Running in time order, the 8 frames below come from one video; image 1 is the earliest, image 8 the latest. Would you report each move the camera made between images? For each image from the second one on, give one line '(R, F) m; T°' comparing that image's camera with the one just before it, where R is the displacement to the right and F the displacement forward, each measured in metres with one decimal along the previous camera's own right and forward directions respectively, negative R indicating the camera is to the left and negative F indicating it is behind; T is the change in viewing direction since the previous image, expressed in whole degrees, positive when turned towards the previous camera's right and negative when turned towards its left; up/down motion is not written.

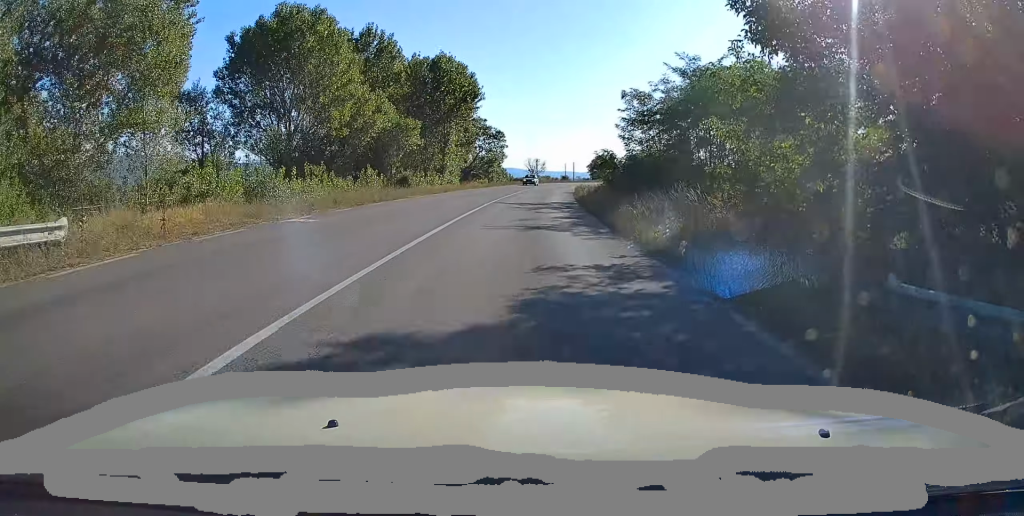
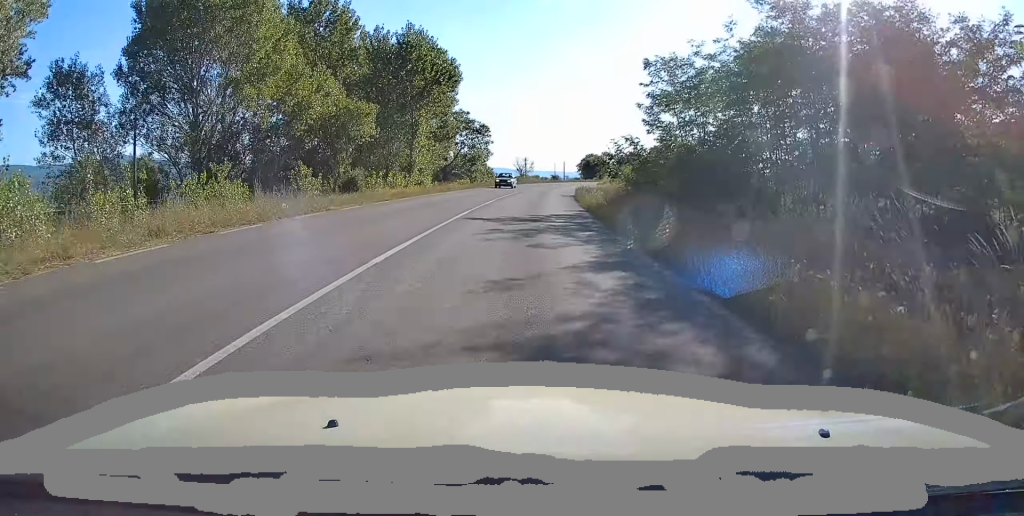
(+0.1, +11.1) m; +1°
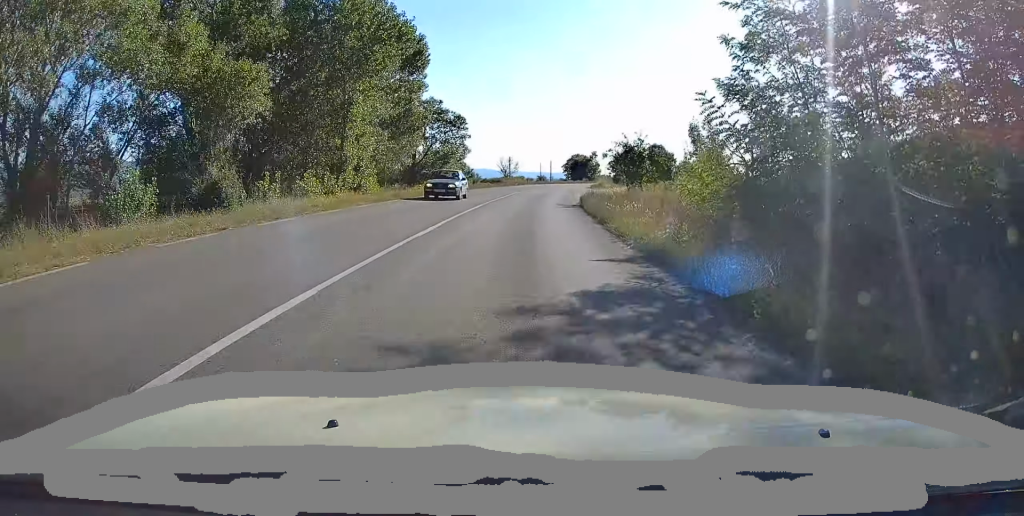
(0.0, +14.2) m; +1°
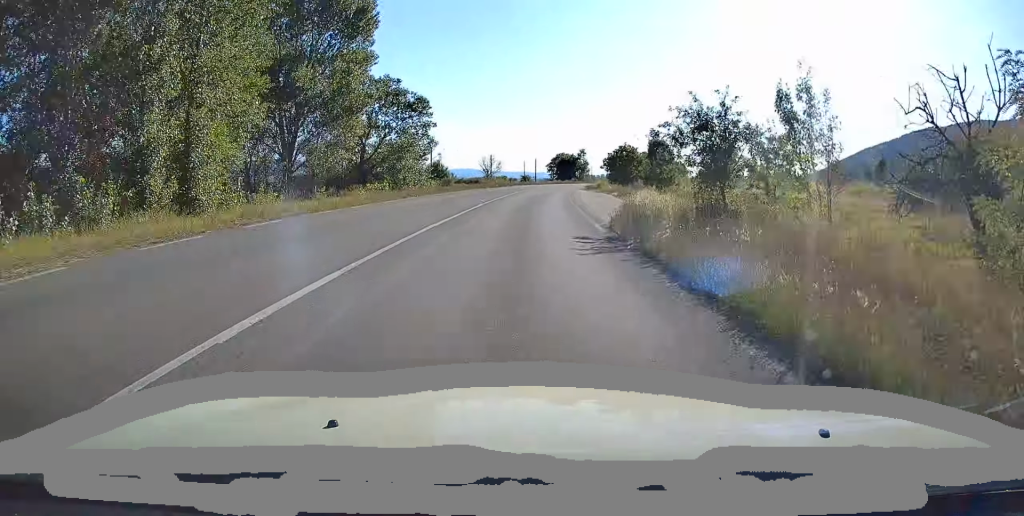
(+0.1, +16.6) m; +1°
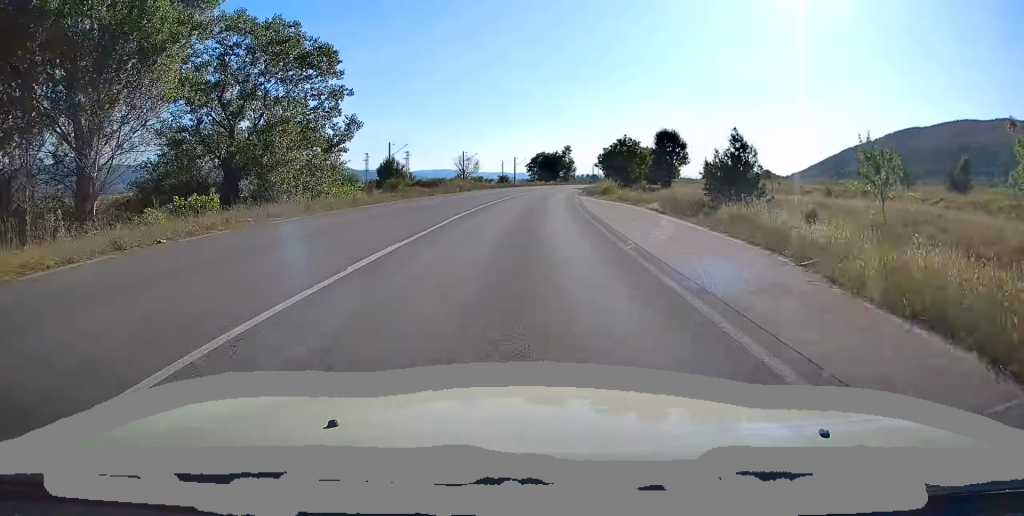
(+0.4, +23.0) m; +2°
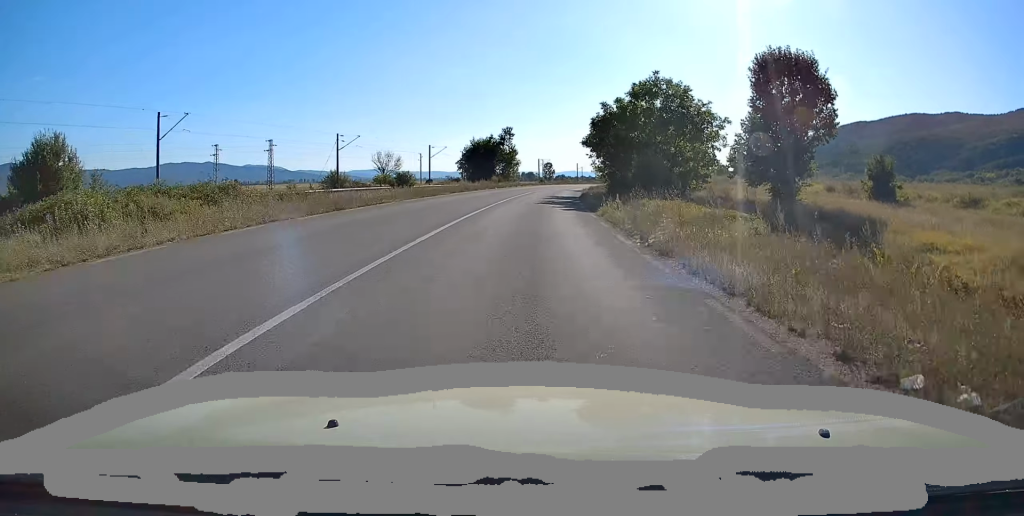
(+3.1, +59.0) m; +6°
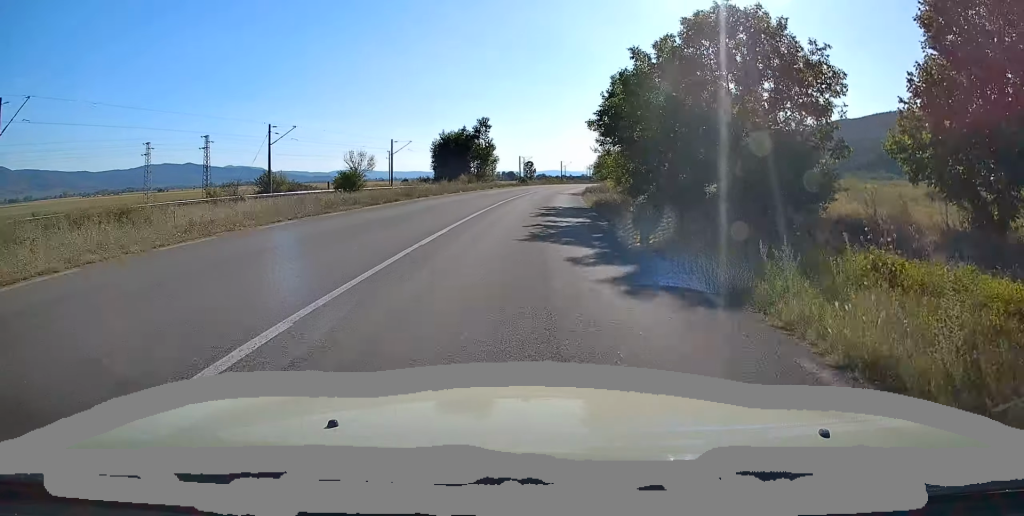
(+0.3, +18.5) m; +2°
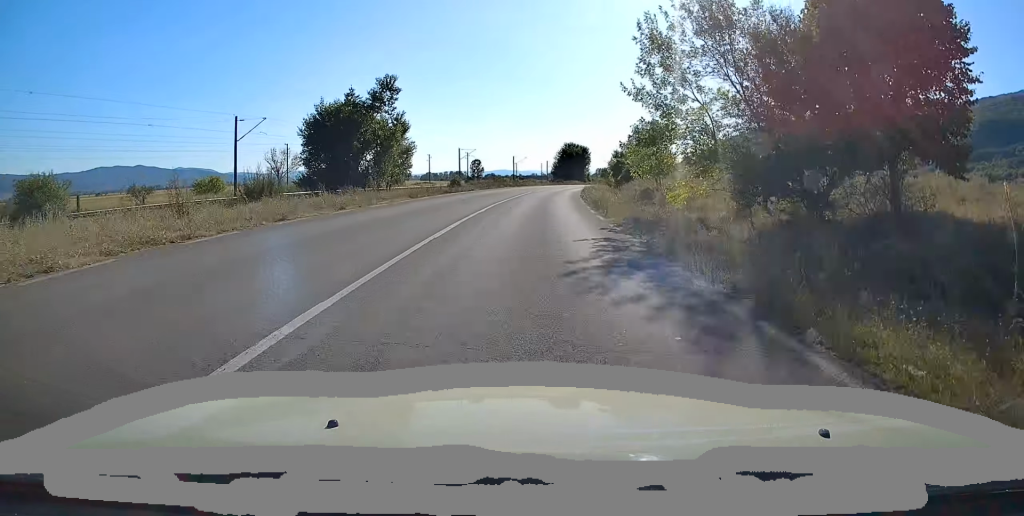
(+1.2, +43.6) m; +3°
